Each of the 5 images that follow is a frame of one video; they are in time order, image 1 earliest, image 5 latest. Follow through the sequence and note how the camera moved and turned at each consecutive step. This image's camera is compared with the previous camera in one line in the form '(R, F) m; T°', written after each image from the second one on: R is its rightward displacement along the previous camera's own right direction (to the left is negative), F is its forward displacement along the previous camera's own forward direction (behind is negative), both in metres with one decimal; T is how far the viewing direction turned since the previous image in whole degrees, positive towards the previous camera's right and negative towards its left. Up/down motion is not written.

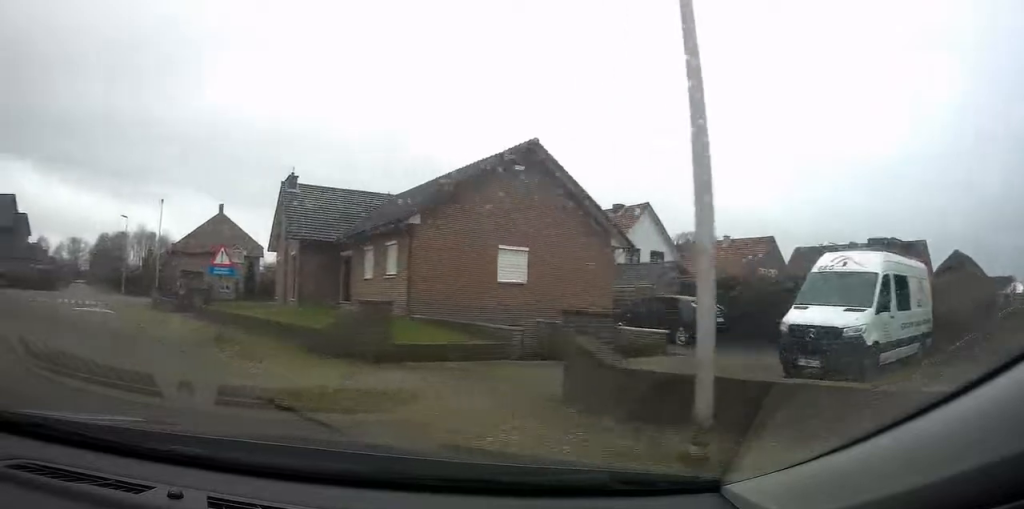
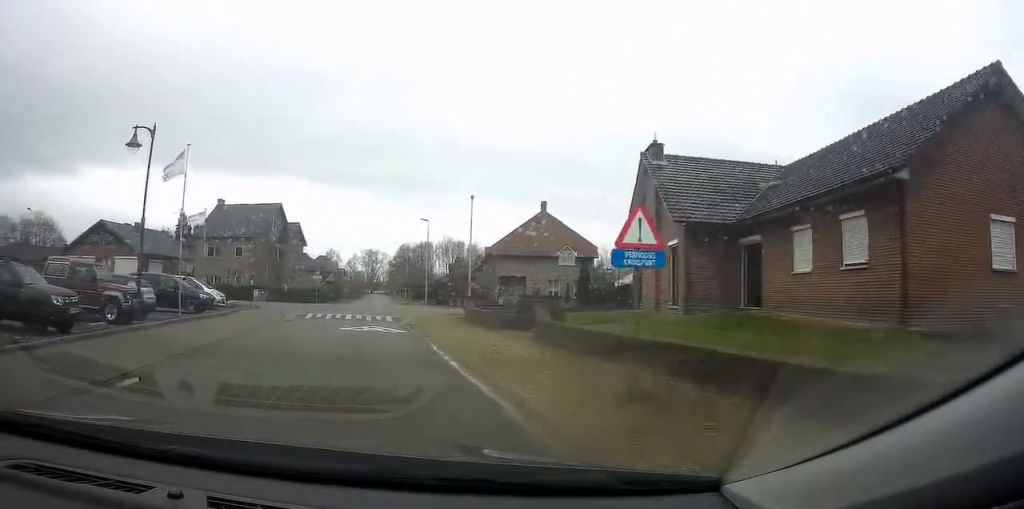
(-1.5, +6.0) m; -19°
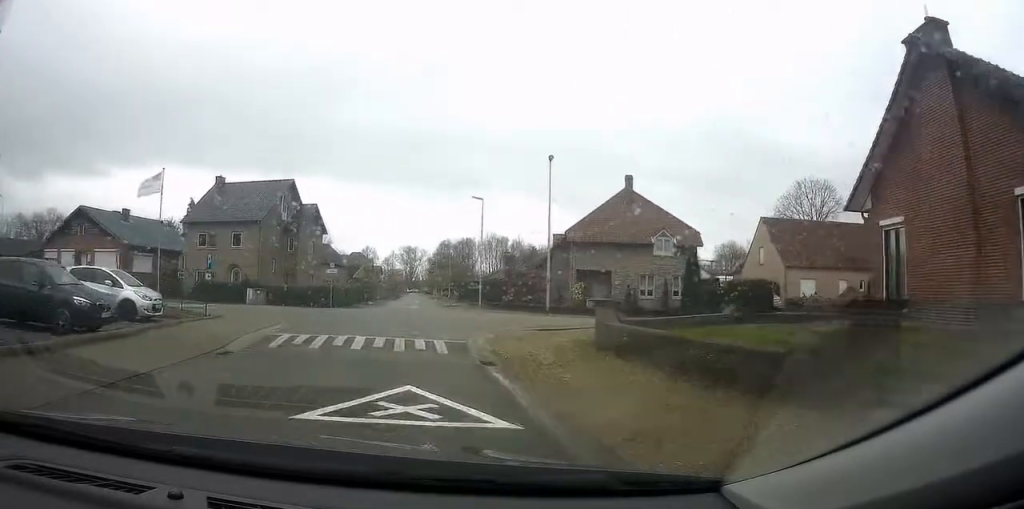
(-0.6, +12.1) m; -6°
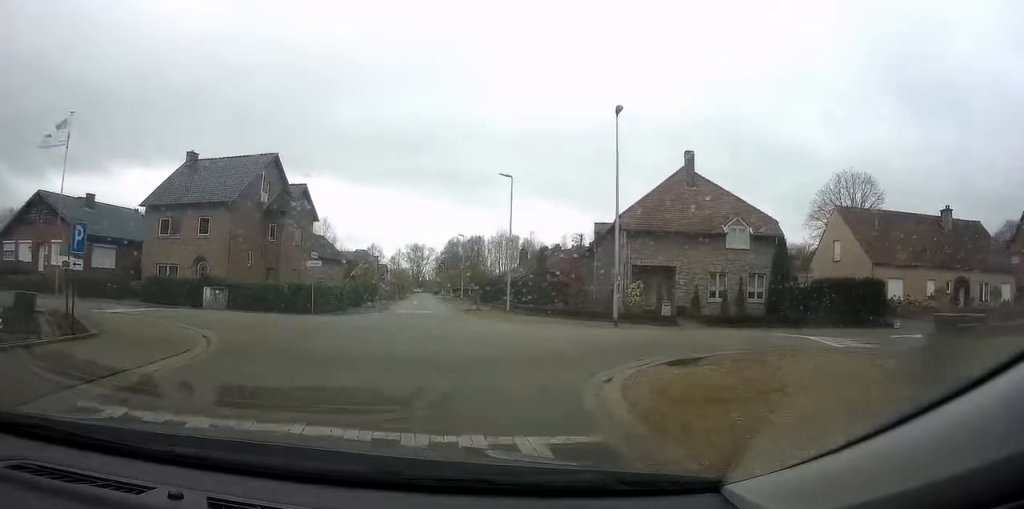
(-0.3, +8.7) m; -1°
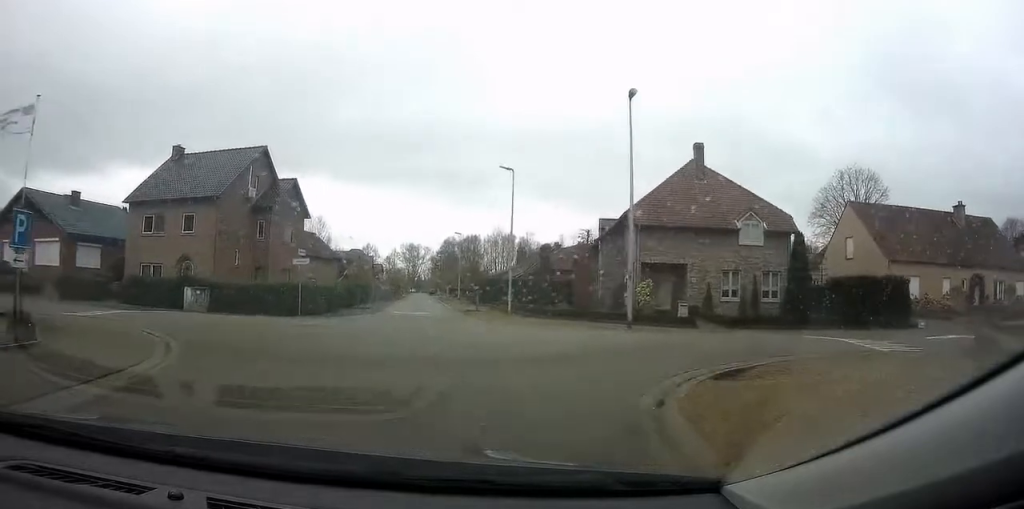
(0.0, +2.0) m; +1°
